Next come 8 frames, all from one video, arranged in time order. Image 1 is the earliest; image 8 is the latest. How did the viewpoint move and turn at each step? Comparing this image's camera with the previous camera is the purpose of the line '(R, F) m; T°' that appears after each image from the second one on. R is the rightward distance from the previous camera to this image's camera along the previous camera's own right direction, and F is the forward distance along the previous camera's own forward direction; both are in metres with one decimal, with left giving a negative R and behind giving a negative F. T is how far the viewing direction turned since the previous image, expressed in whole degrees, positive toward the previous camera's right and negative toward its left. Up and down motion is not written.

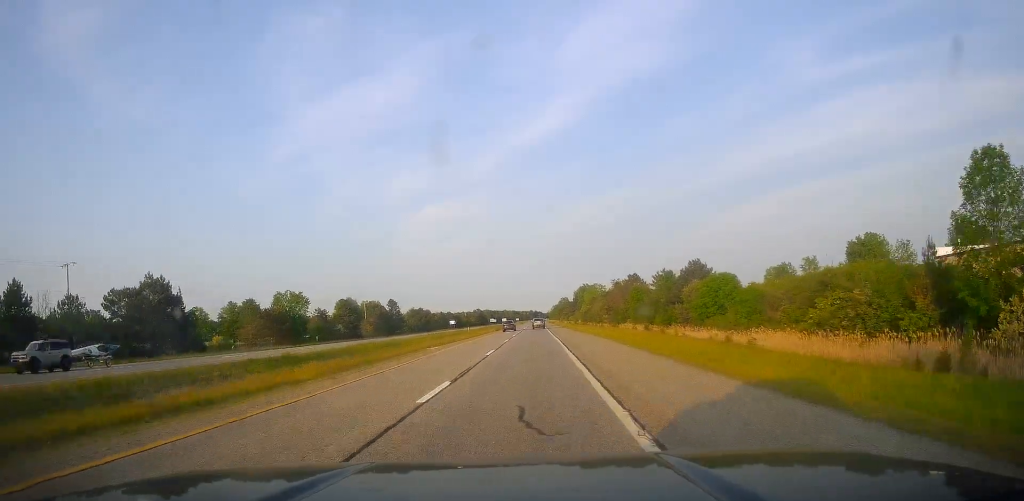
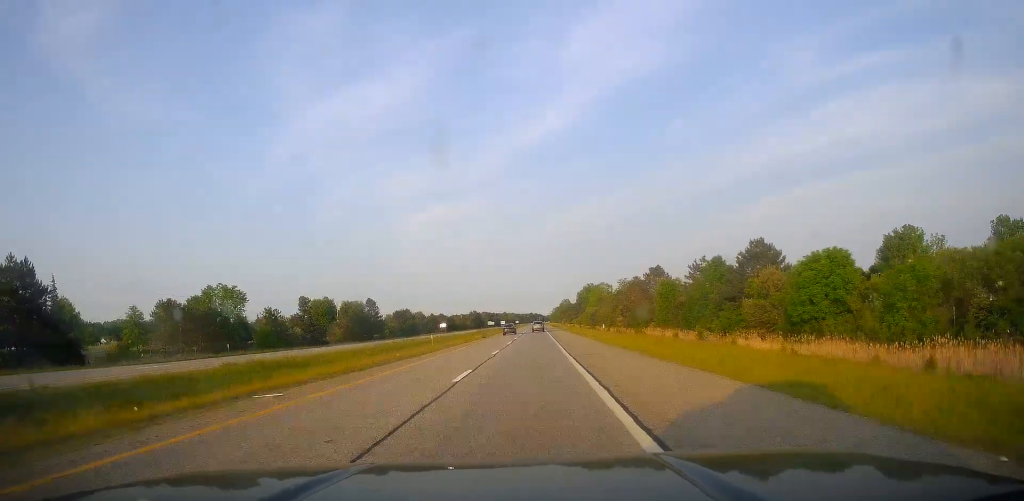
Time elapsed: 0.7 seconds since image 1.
(-0.1, +26.2) m; 0°
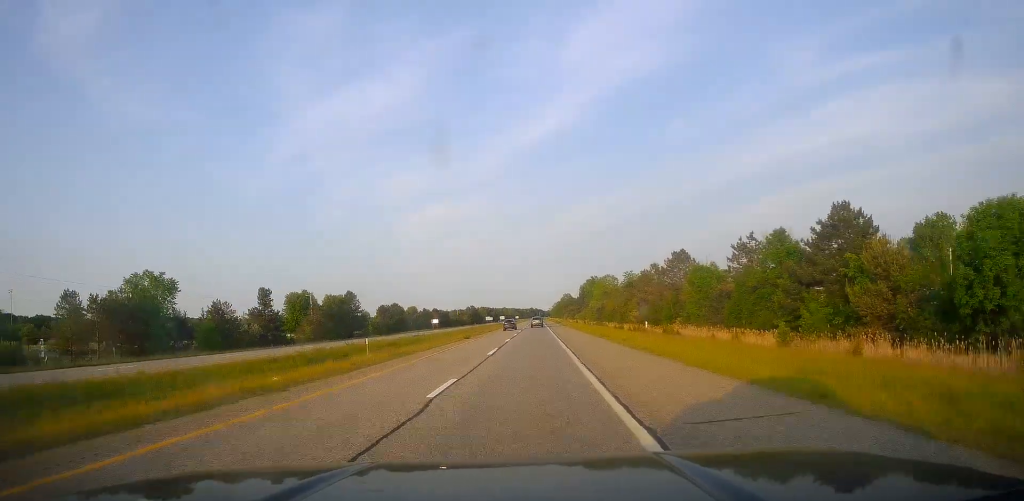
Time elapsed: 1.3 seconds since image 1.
(-0.1, +19.1) m; 0°
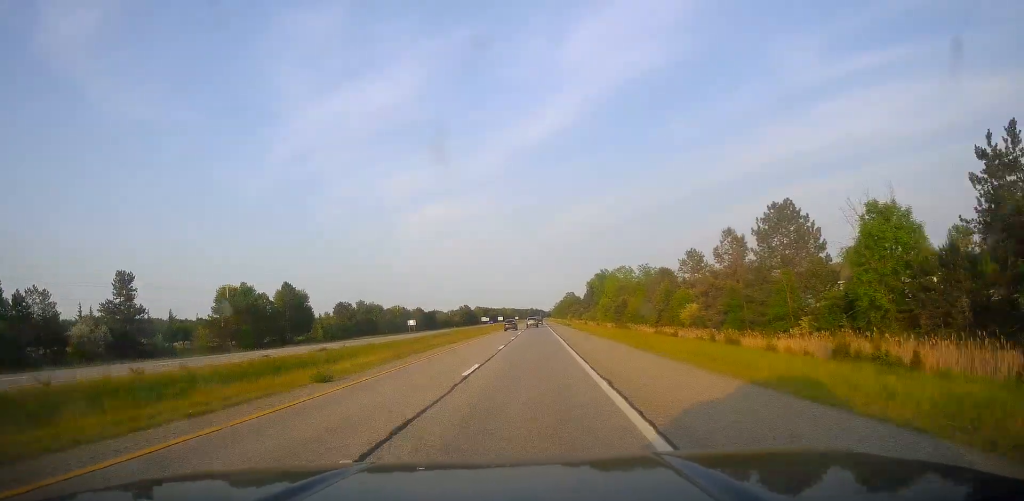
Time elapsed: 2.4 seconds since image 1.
(+0.4, +40.6) m; 0°
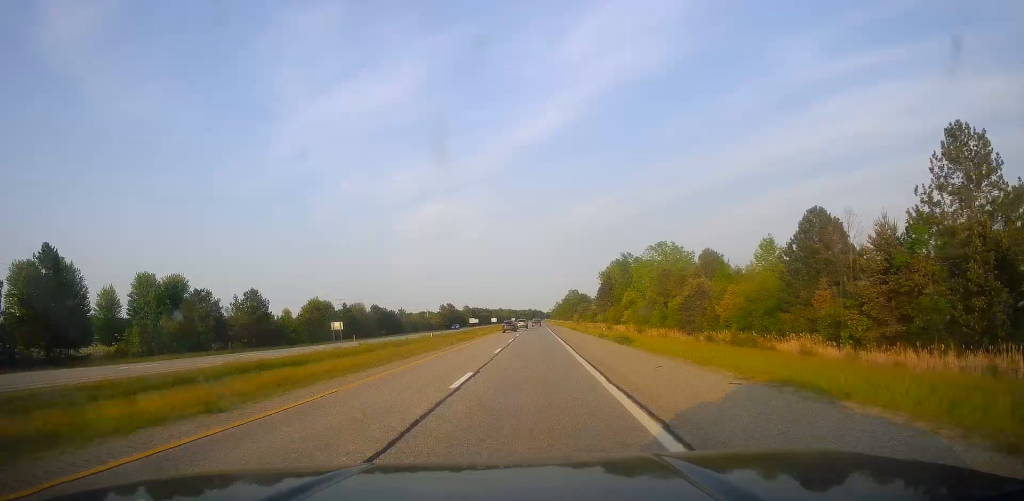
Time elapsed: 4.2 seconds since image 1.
(-0.8, +64.6) m; -1°
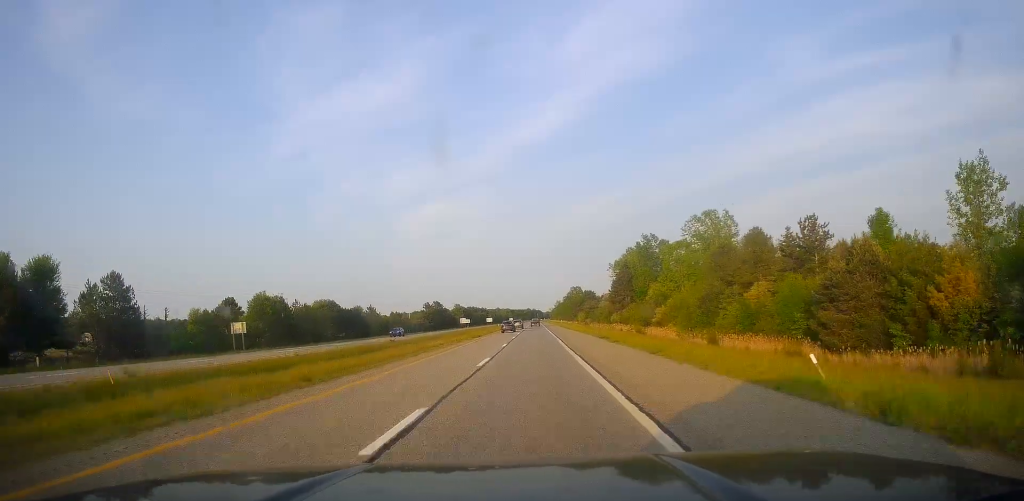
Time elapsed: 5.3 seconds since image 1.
(+0.1, +38.2) m; +1°
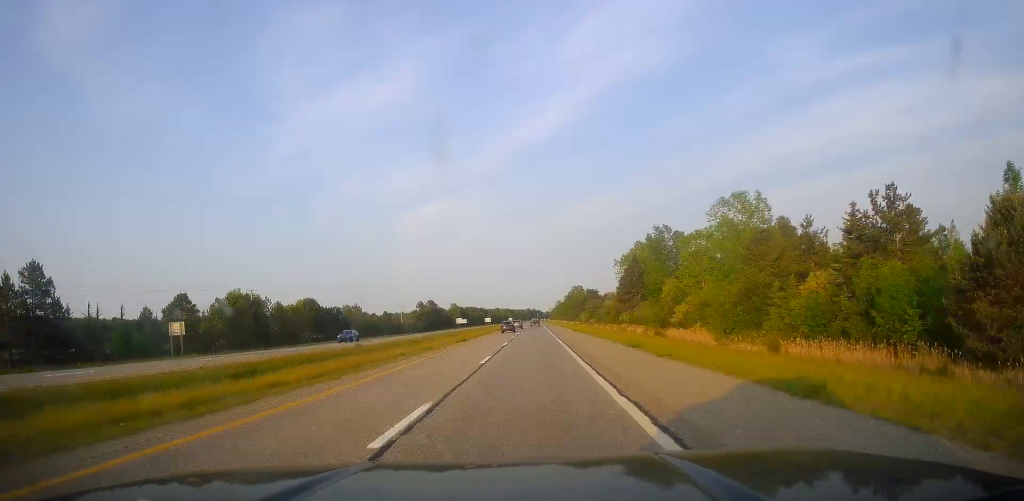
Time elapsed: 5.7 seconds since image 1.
(+0.2, +14.3) m; 0°
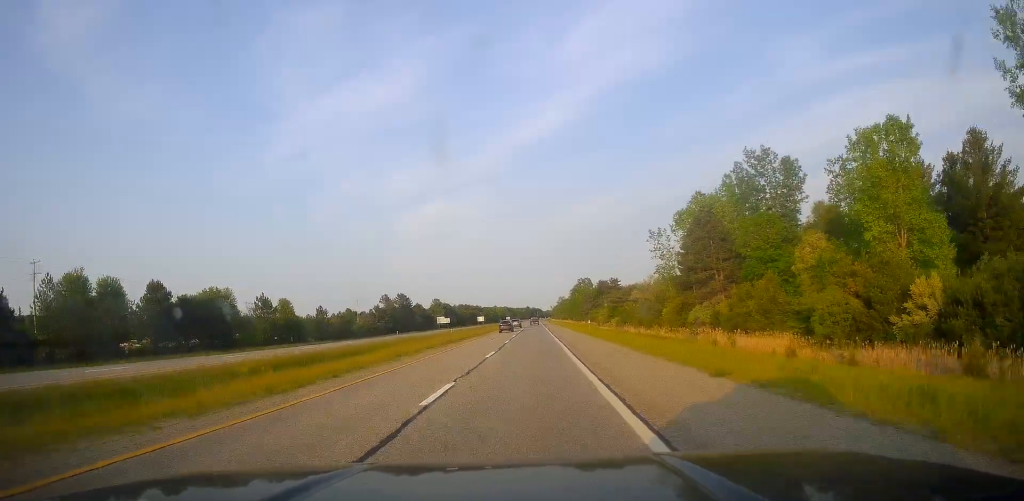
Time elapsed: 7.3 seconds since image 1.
(-0.2, +57.3) m; 0°
